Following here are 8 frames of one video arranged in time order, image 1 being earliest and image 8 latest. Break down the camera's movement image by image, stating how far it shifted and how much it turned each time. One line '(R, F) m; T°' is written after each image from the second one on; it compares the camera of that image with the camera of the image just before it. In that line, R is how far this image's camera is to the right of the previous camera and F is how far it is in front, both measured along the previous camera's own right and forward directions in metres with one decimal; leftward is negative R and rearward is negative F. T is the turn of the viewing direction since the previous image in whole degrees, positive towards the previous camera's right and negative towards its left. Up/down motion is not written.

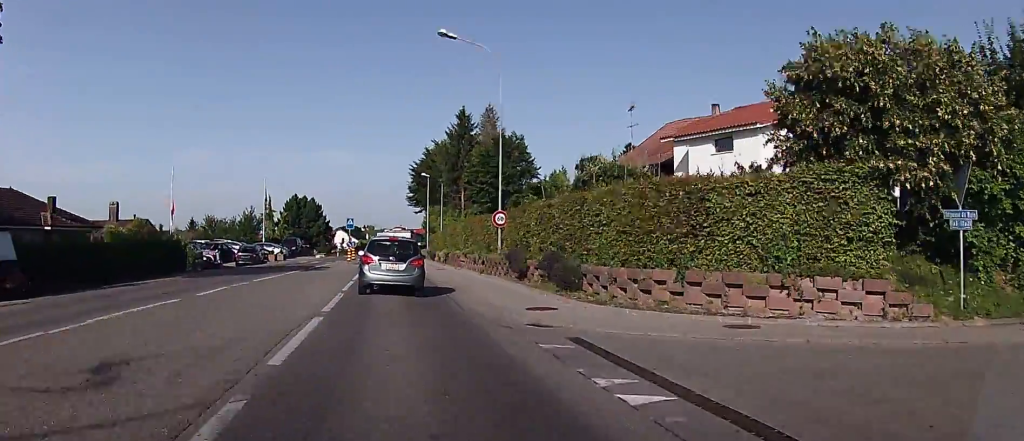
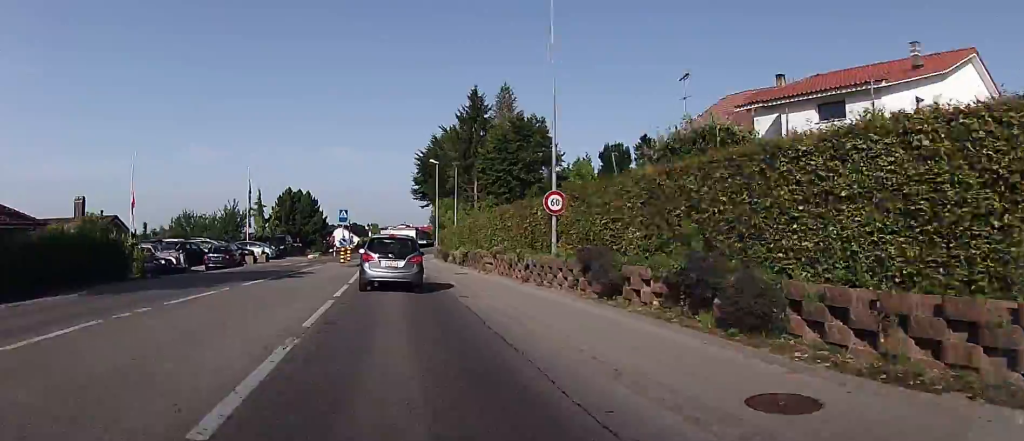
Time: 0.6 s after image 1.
(0.0, +8.8) m; 0°
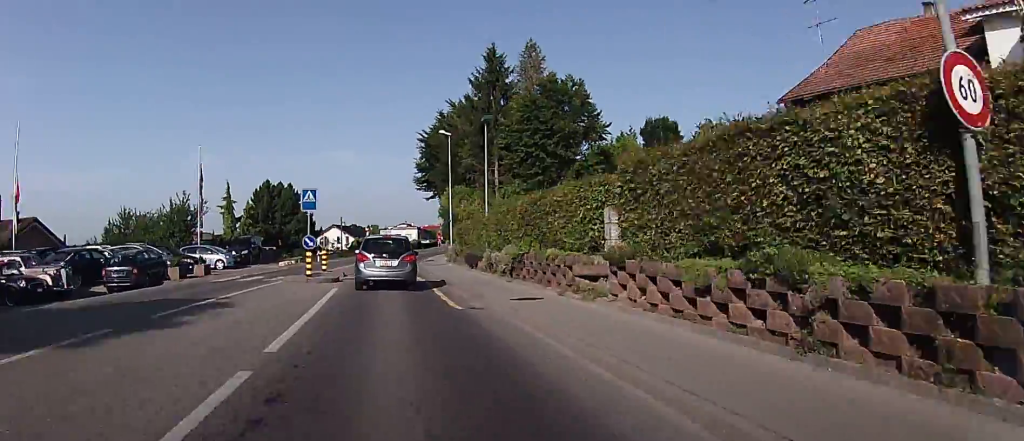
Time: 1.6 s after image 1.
(+0.2, +14.2) m; 0°
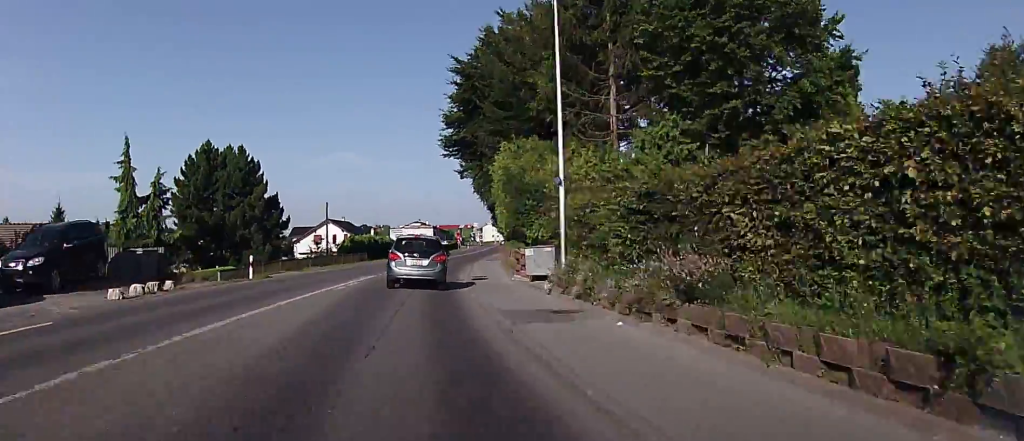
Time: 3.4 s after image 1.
(+1.0, +26.4) m; +6°
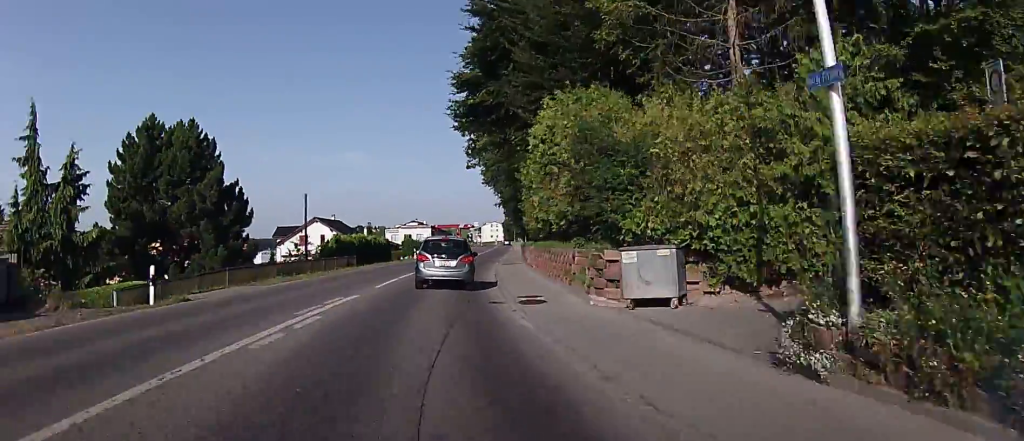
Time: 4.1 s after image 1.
(0.0, +10.3) m; 0°
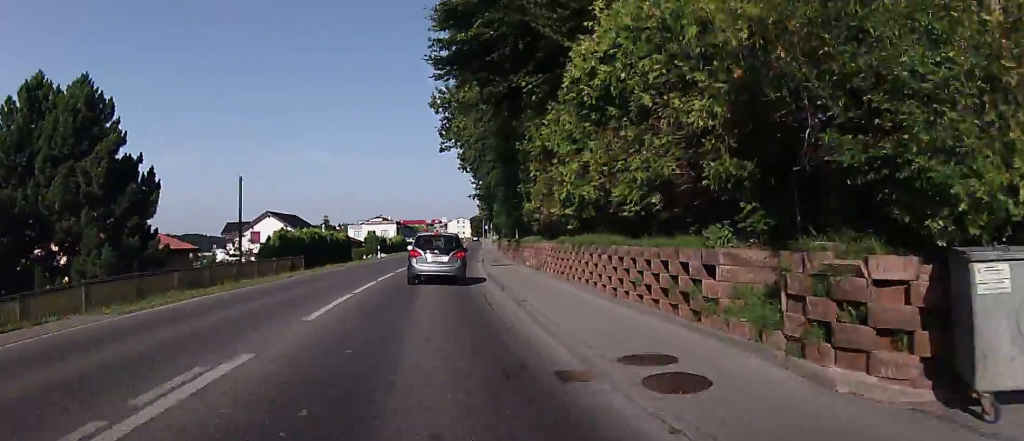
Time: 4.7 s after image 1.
(0.0, +9.3) m; 0°
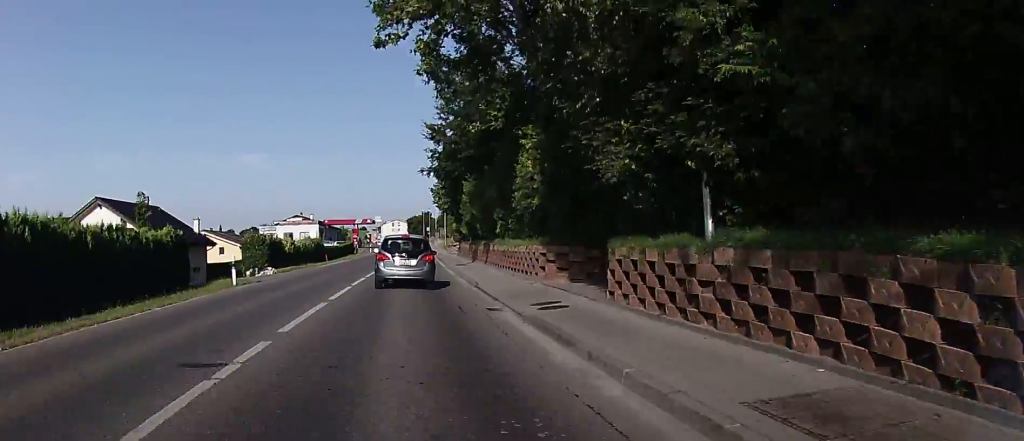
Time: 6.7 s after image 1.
(0.0, +29.6) m; 0°
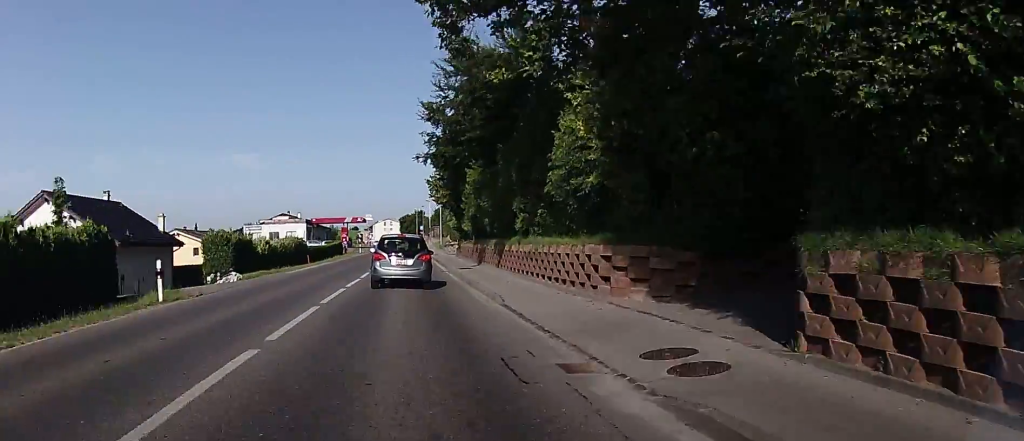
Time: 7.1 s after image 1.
(0.0, +6.7) m; 0°
